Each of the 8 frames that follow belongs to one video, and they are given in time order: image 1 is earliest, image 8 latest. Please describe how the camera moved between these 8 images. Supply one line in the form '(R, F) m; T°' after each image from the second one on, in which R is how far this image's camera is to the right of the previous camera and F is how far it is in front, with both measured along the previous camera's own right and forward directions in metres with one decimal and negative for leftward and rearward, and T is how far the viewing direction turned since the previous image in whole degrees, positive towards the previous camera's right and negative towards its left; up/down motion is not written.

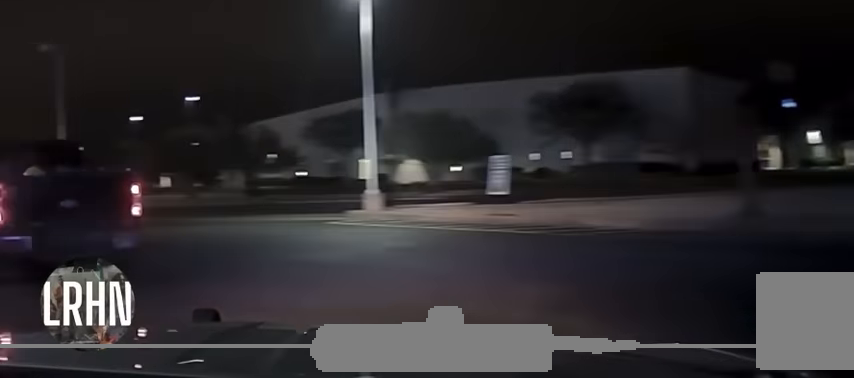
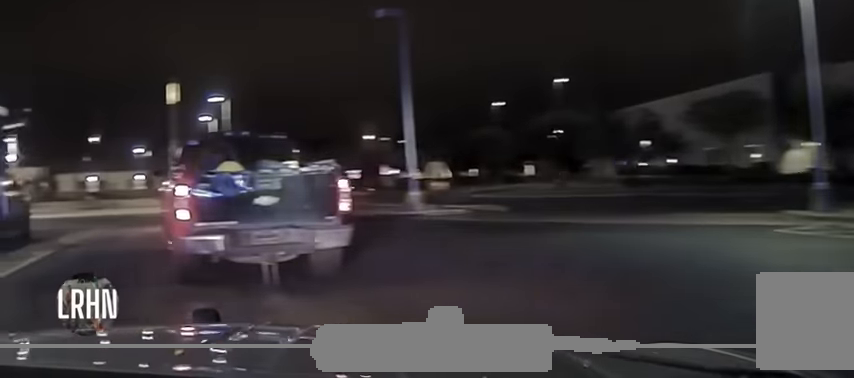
(-0.8, +5.3) m; -27°
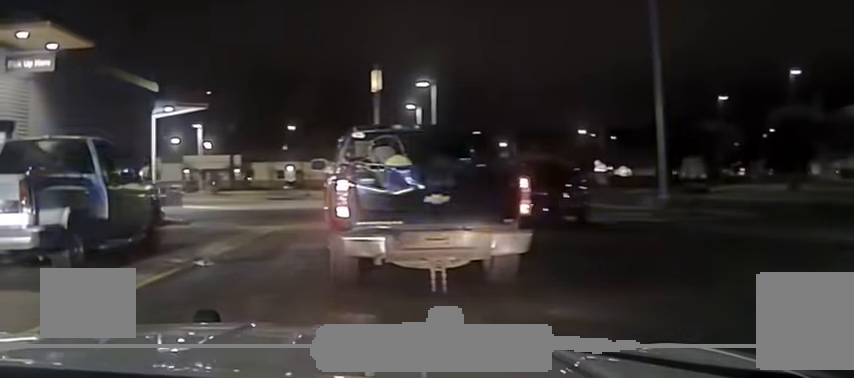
(-1.3, +4.5) m; -24°
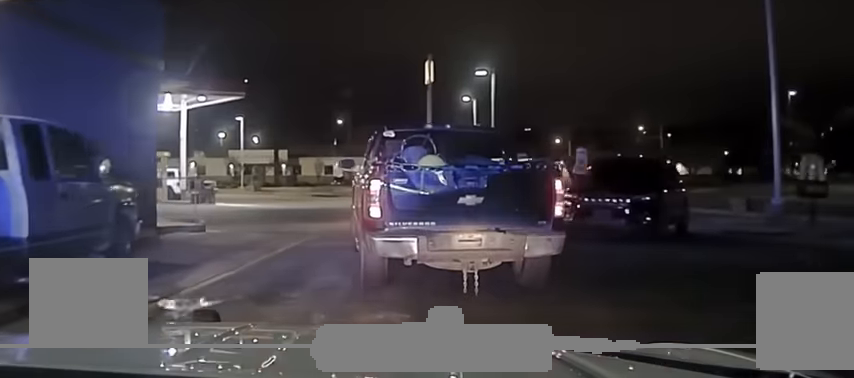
(-0.6, +4.1) m; -5°
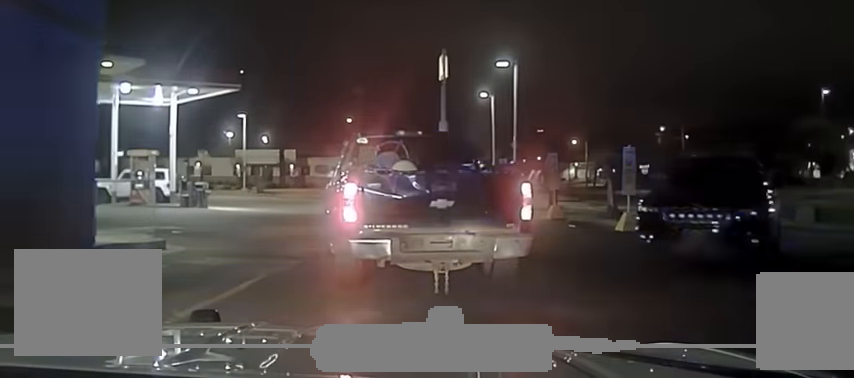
(+0.3, +4.0) m; +3°
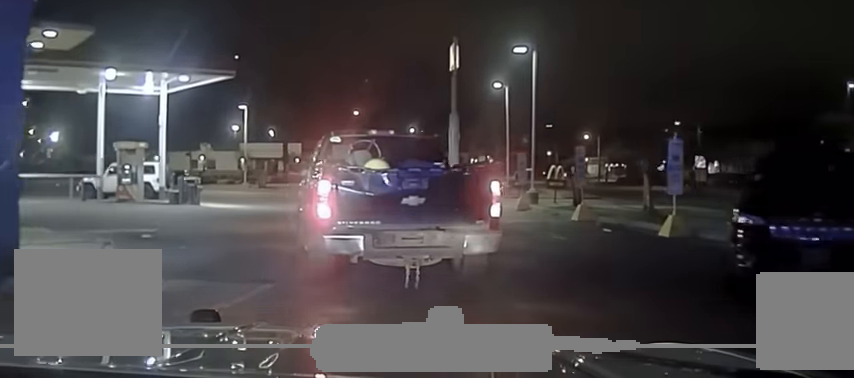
(+0.1, +2.6) m; -7°
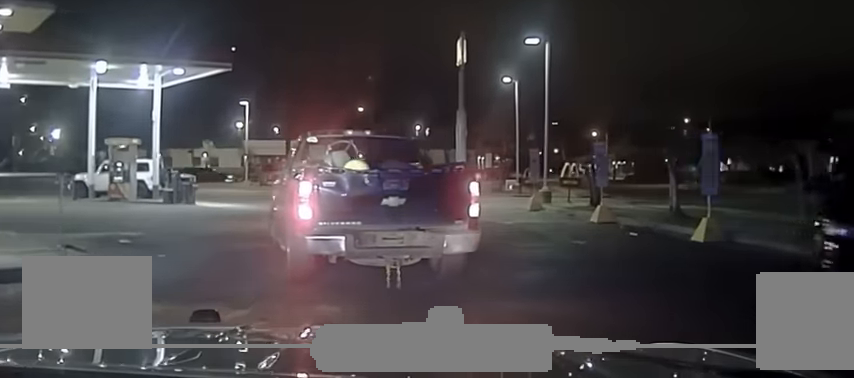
(-0.2, +1.5) m; 0°
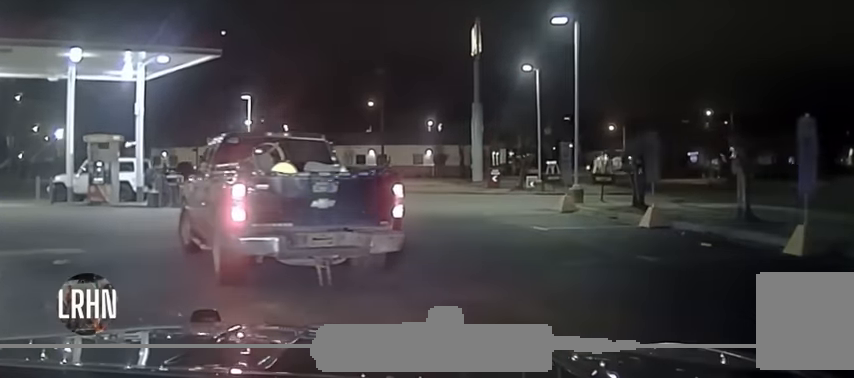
(0.0, +3.1) m; +1°
